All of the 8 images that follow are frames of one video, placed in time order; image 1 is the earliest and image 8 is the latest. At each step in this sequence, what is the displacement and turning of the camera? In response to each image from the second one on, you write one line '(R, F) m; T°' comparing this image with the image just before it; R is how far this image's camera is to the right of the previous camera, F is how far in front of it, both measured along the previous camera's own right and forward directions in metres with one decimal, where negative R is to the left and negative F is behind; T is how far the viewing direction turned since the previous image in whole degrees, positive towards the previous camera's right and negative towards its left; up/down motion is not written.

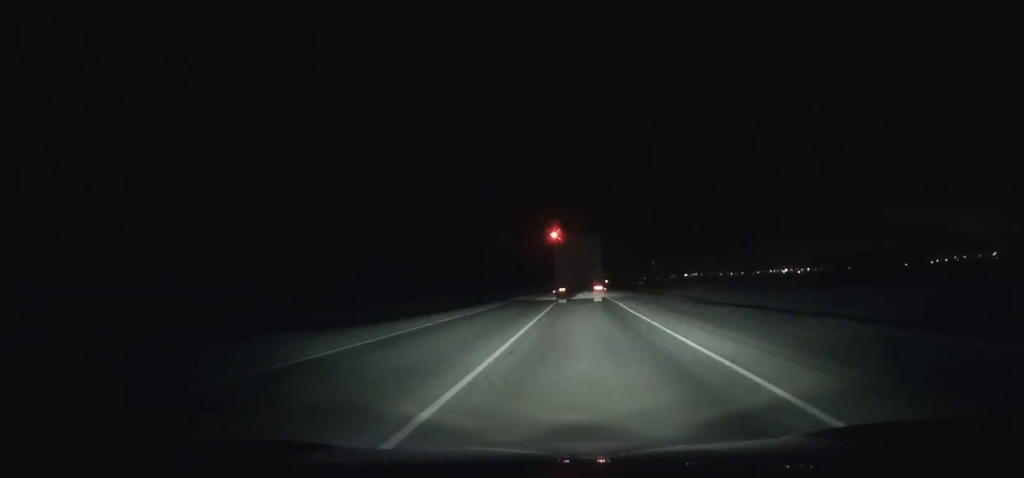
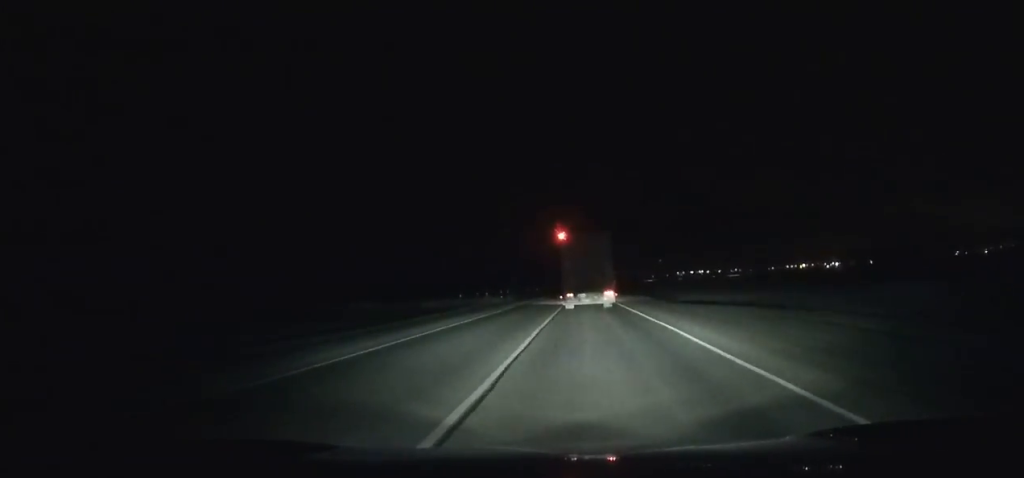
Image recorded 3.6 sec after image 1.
(+0.4, +75.2) m; 0°
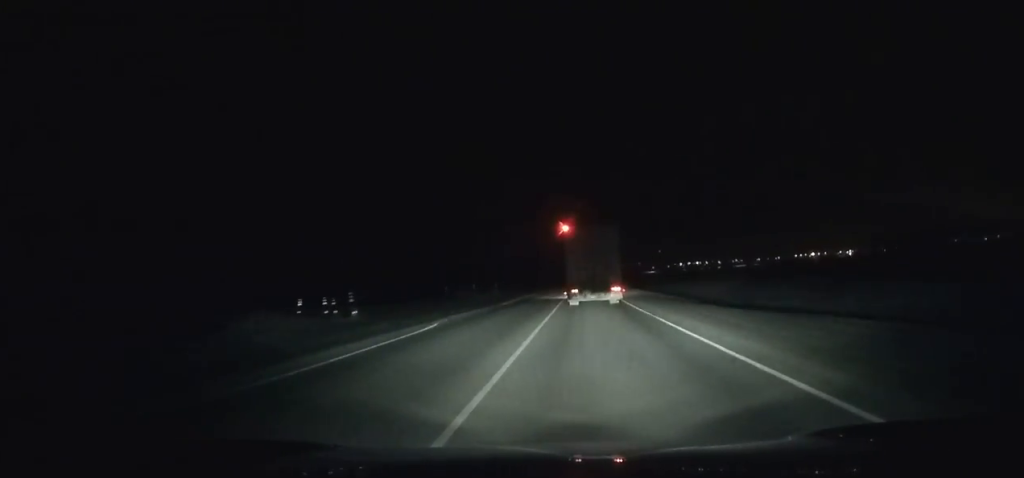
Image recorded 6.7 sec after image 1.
(+0.2, +65.4) m; +1°
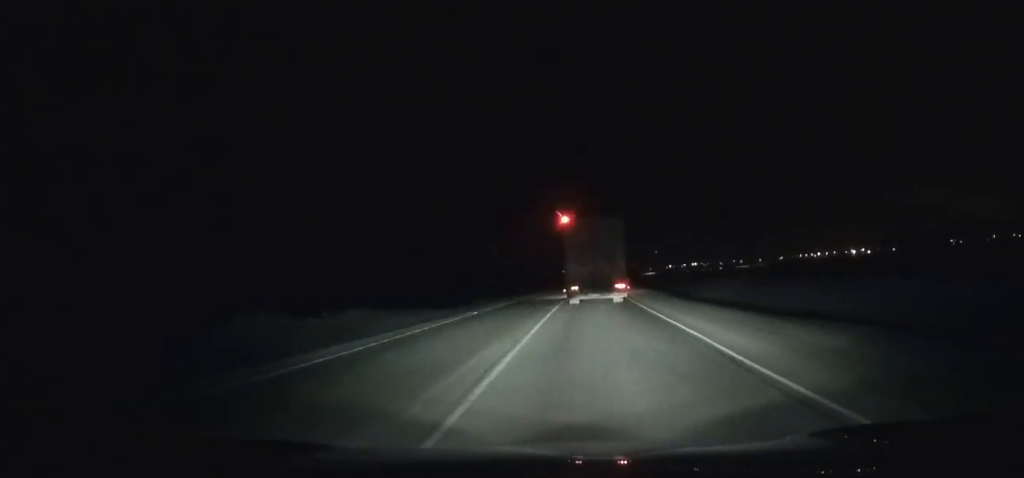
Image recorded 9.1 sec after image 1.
(+0.4, +50.5) m; +1°
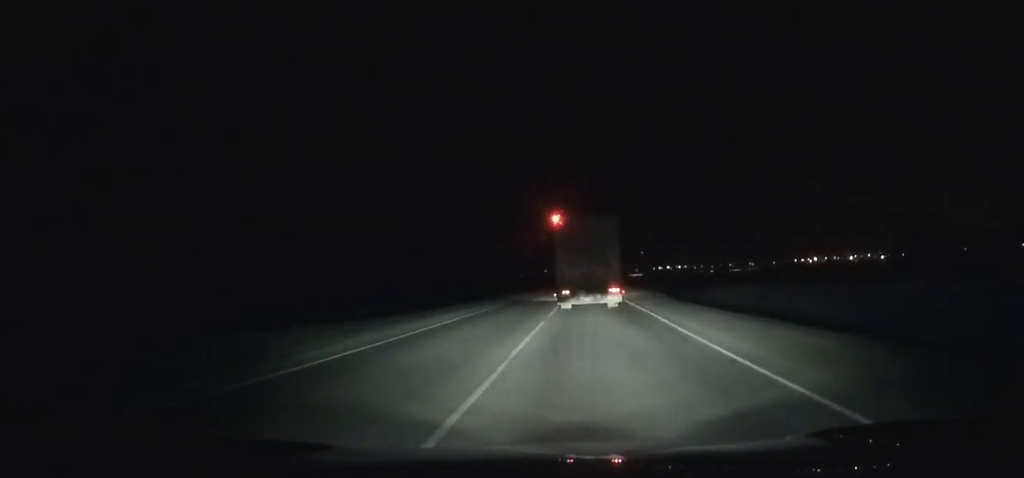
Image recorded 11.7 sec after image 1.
(+0.5, +54.5) m; +1°
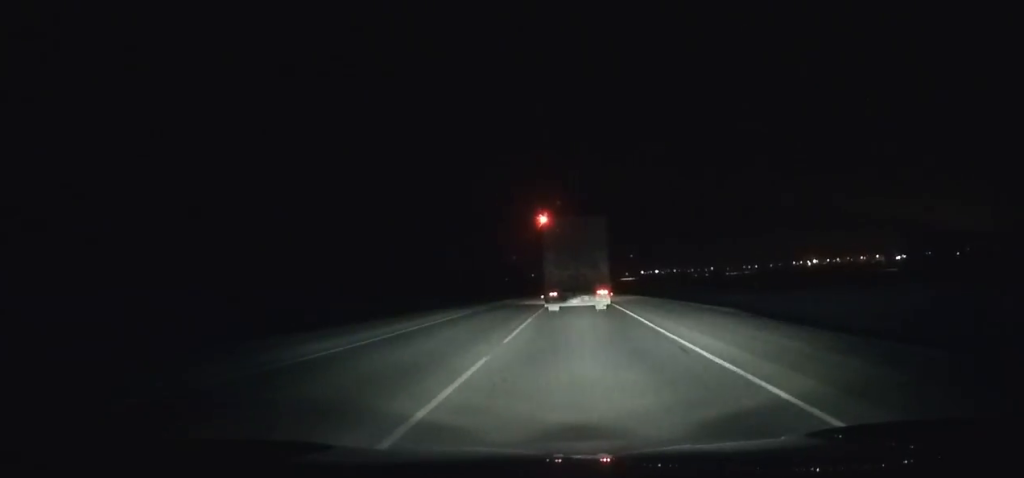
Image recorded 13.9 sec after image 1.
(+0.3, +46.2) m; 0°
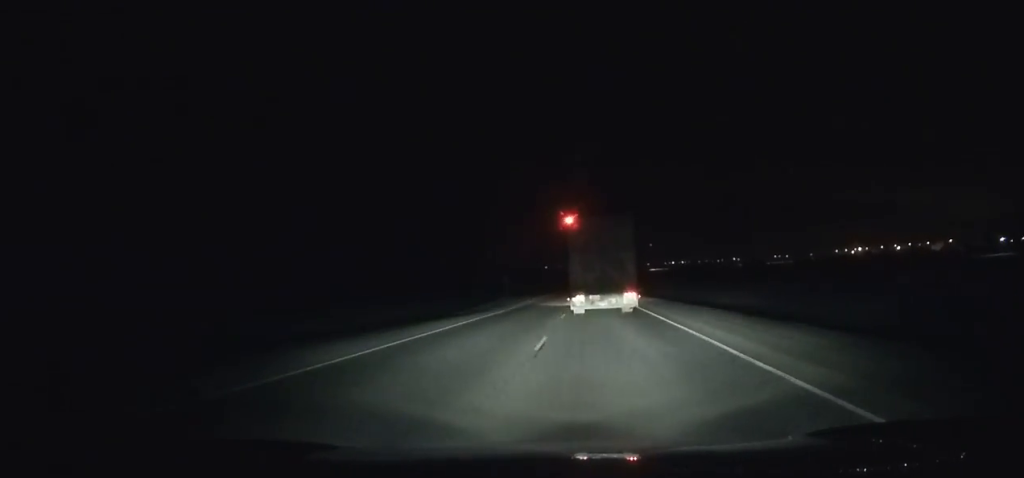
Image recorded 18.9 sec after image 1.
(-0.3, +109.6) m; -1°
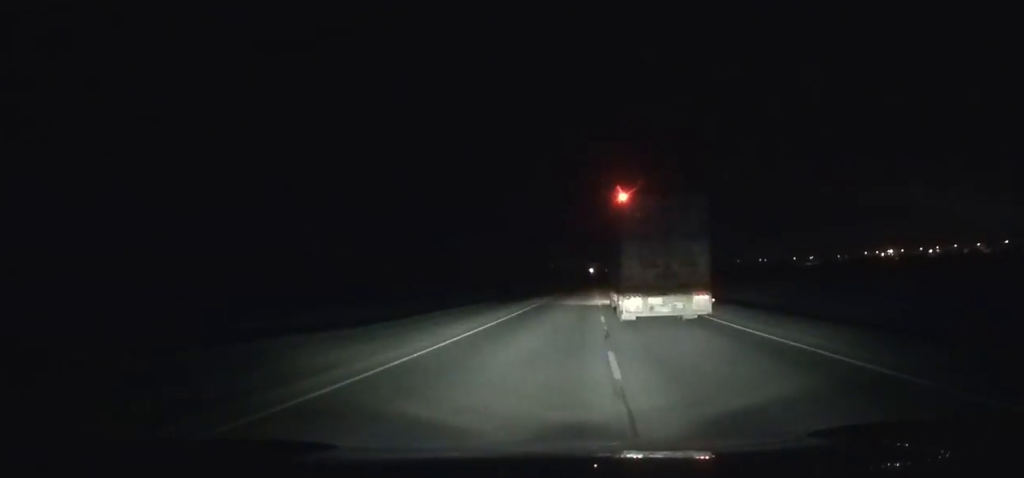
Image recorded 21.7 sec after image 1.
(-0.8, +68.2) m; 0°
